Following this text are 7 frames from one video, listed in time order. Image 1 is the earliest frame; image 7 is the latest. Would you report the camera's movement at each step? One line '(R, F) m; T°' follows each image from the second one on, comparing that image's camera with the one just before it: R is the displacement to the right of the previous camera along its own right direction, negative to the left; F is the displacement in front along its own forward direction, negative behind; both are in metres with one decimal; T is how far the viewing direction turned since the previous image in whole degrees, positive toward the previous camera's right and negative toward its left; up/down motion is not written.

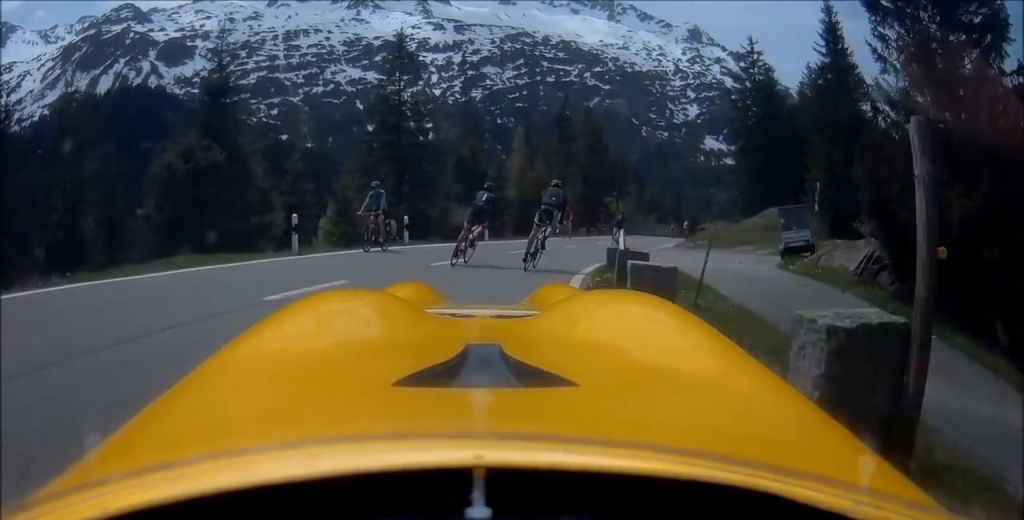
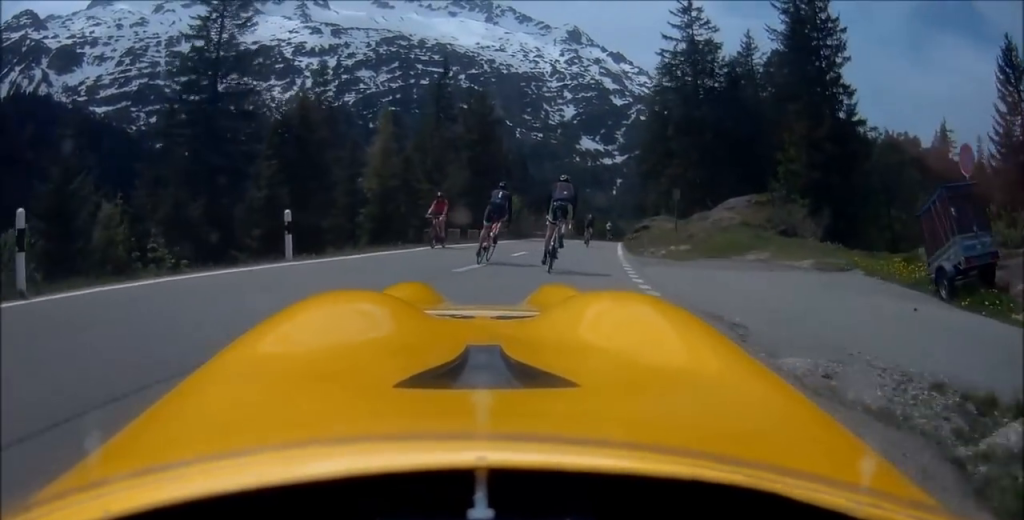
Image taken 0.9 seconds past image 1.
(+0.4, +14.3) m; +8°
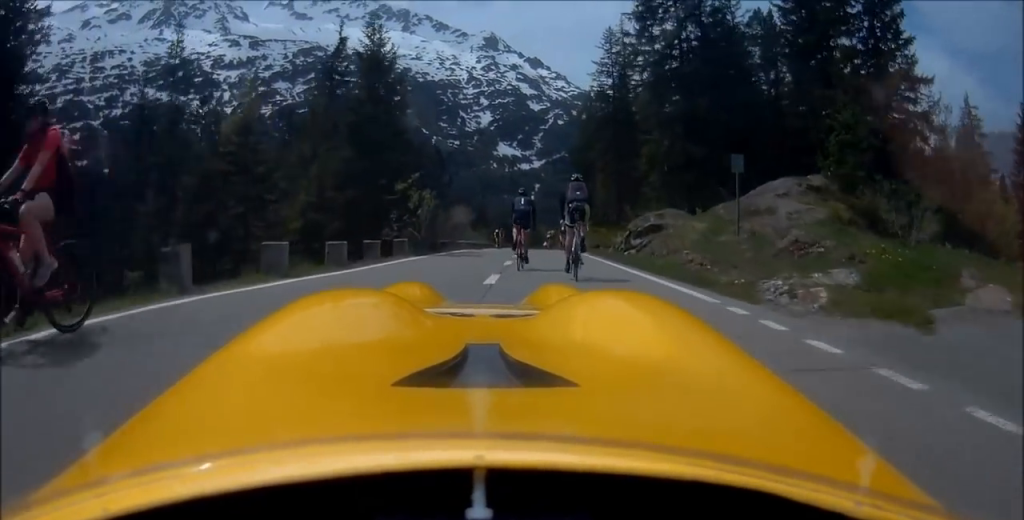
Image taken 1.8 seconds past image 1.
(+1.2, +13.9) m; +9°
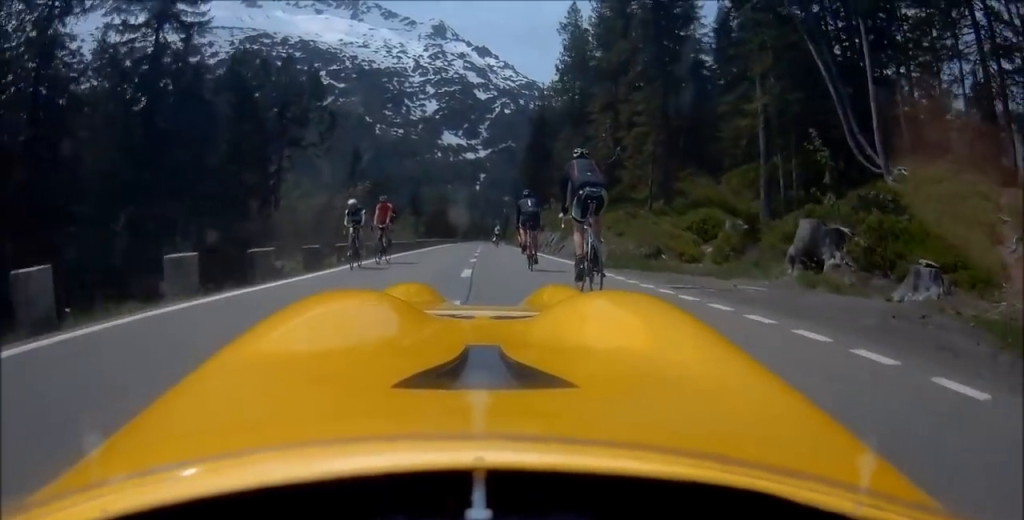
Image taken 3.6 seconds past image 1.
(+3.7, +29.7) m; +10°
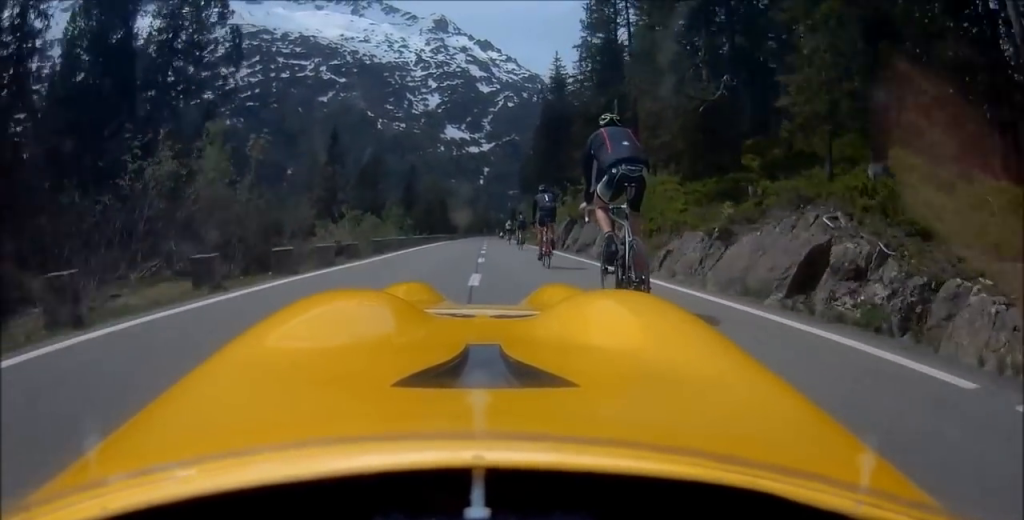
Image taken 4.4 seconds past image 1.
(+0.1, +15.0) m; +2°
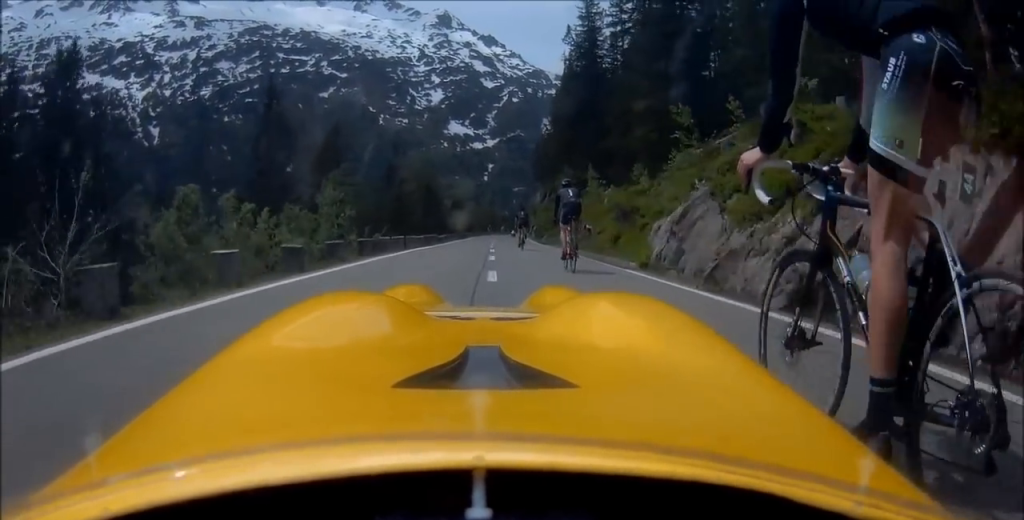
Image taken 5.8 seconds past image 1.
(+0.6, +24.7) m; +3°
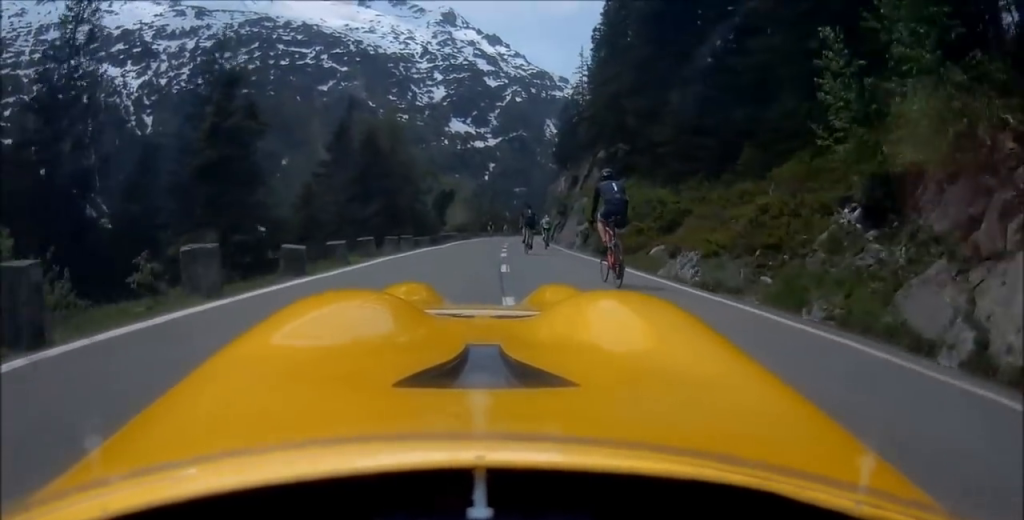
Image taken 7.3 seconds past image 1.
(+0.1, +29.7) m; +1°
